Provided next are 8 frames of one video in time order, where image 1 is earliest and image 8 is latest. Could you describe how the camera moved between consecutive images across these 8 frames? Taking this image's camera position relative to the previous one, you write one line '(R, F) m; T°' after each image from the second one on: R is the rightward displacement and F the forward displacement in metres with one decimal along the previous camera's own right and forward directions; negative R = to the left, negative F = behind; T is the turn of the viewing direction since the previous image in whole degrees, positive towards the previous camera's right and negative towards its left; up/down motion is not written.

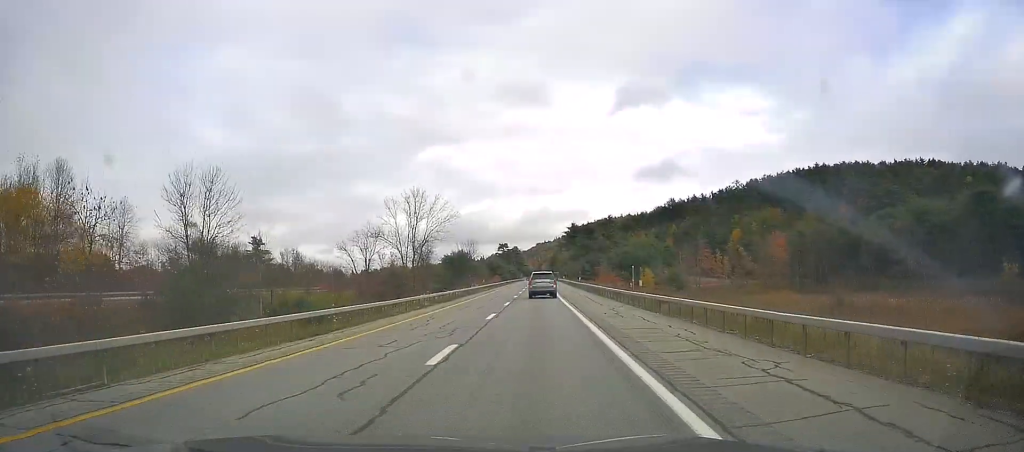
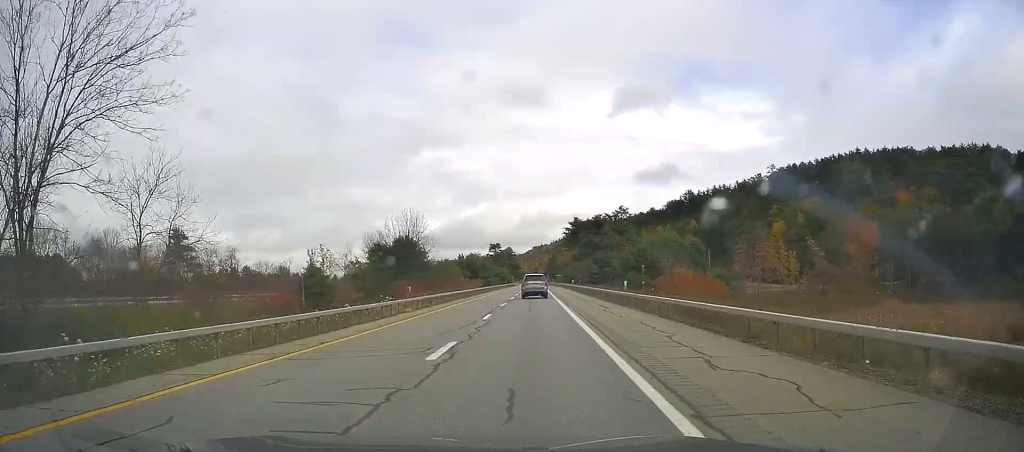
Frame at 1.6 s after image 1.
(-0.1, +48.7) m; 0°
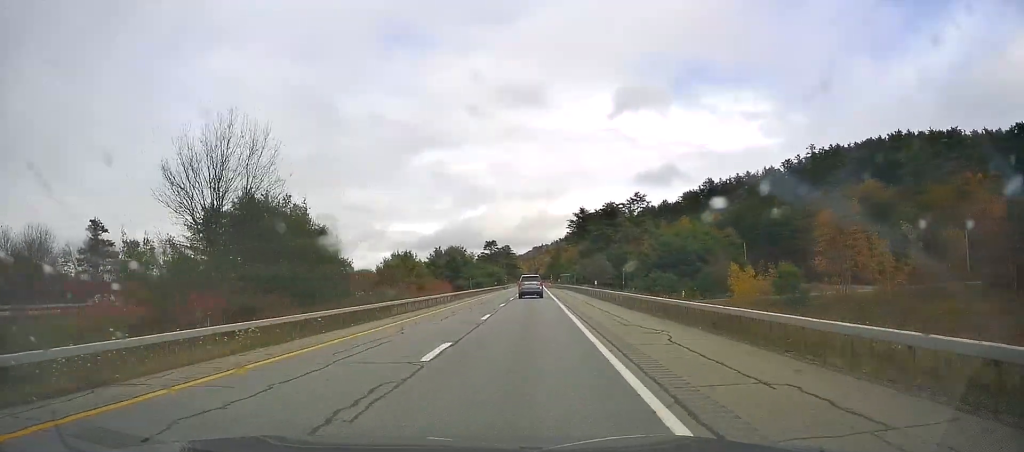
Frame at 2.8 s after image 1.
(+0.2, +36.7) m; 0°
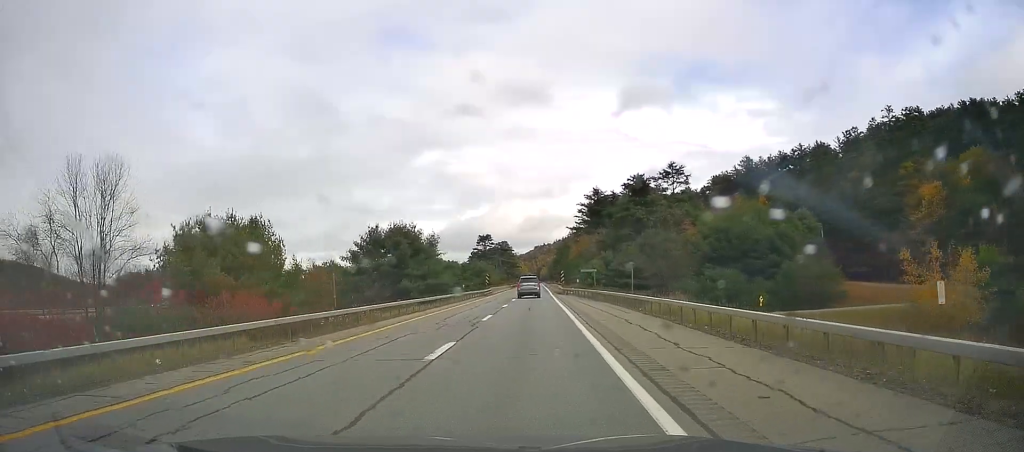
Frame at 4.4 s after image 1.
(-0.4, +49.0) m; -1°
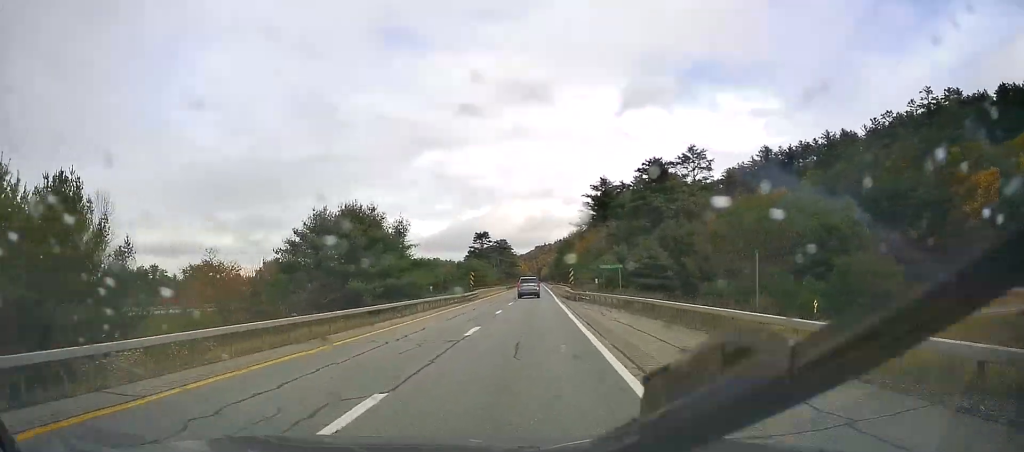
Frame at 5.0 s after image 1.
(+0.2, +18.7) m; 0°
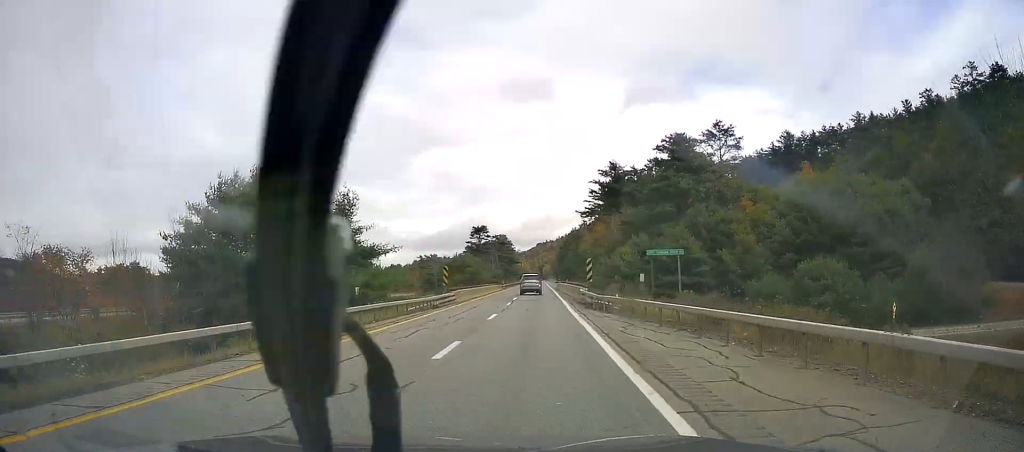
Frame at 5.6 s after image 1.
(+0.2, +17.7) m; 0°
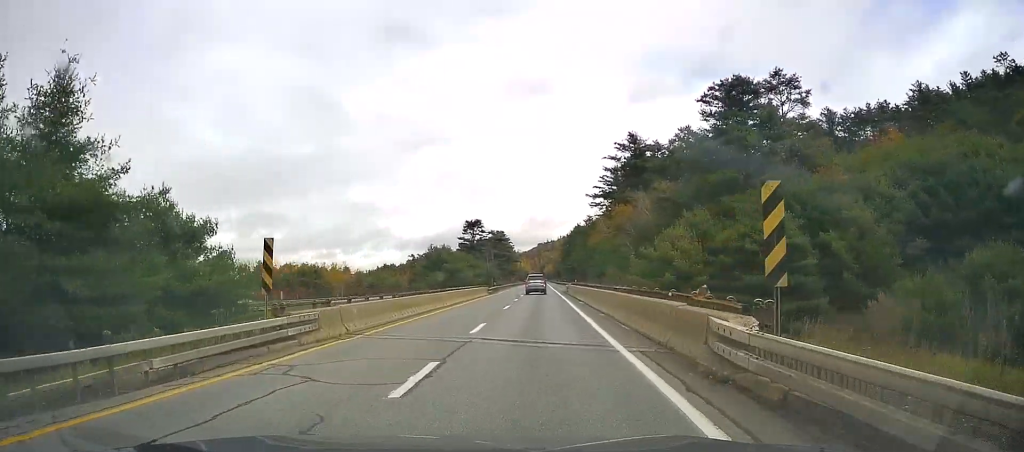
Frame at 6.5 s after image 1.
(-0.3, +28.4) m; 0°
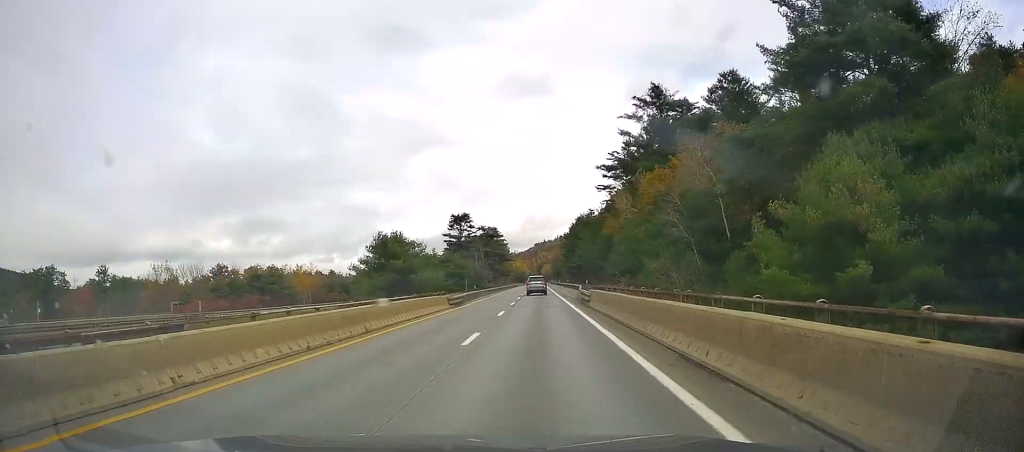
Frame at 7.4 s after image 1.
(+0.2, +28.0) m; 0°
